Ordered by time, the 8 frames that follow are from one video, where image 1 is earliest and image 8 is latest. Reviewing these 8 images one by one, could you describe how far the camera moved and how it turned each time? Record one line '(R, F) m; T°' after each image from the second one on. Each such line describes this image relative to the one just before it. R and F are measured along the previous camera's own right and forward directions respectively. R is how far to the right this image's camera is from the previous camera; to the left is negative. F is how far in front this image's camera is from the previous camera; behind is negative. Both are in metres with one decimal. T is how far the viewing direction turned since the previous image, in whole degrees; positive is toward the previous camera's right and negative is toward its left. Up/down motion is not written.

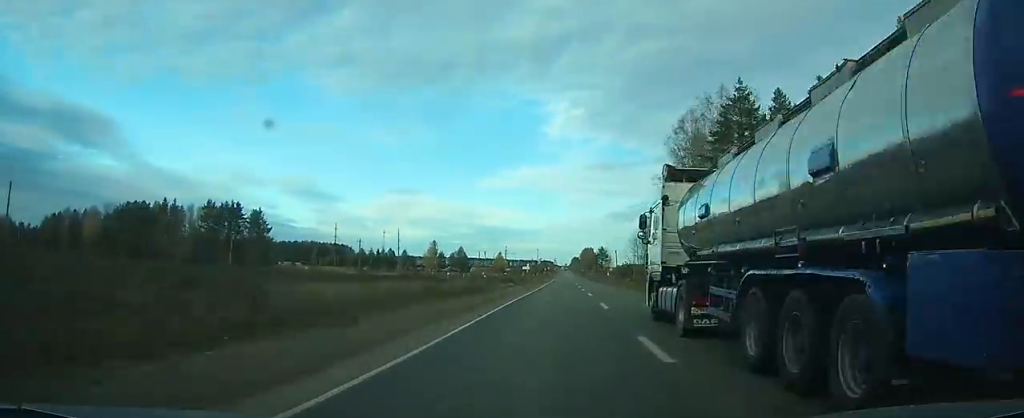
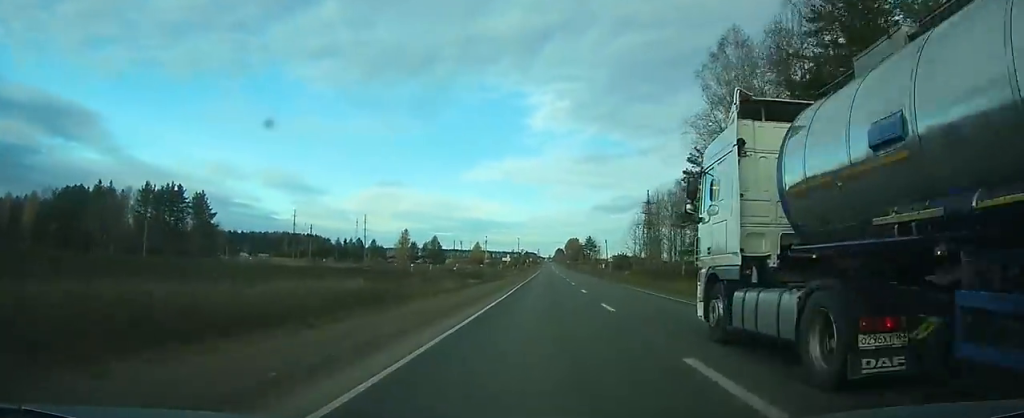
(-0.3, +25.7) m; 0°
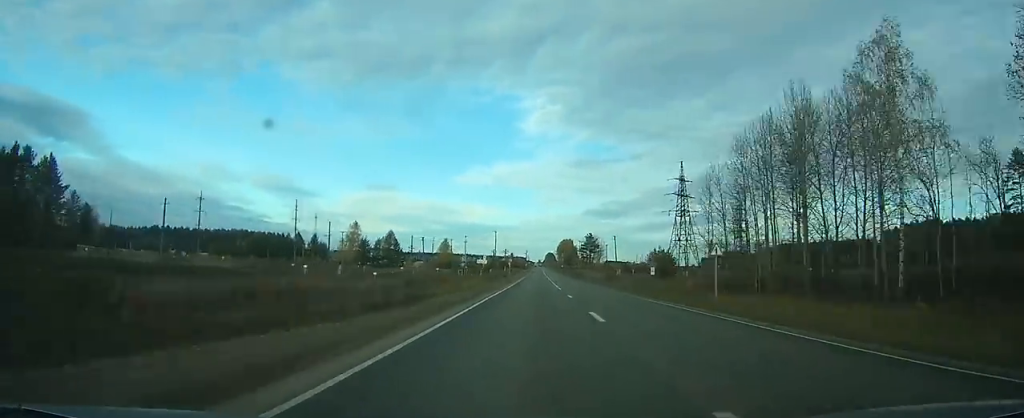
(+1.0, +61.2) m; +2°
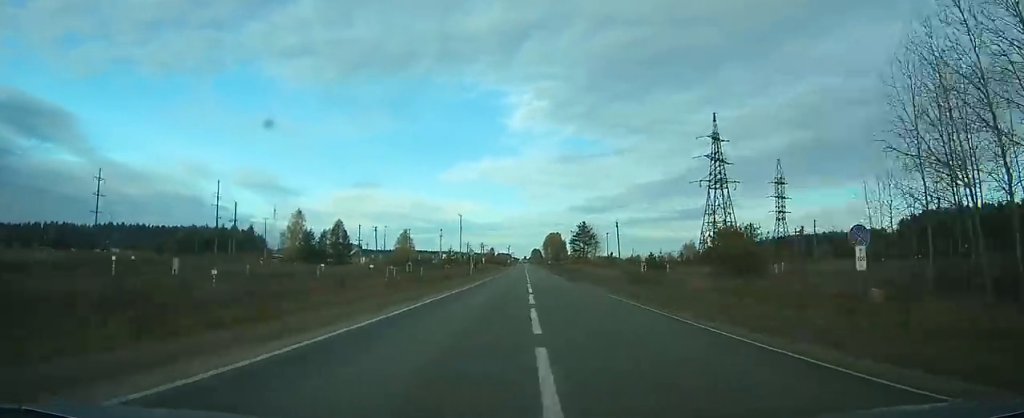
(+0.3, +38.8) m; +1°
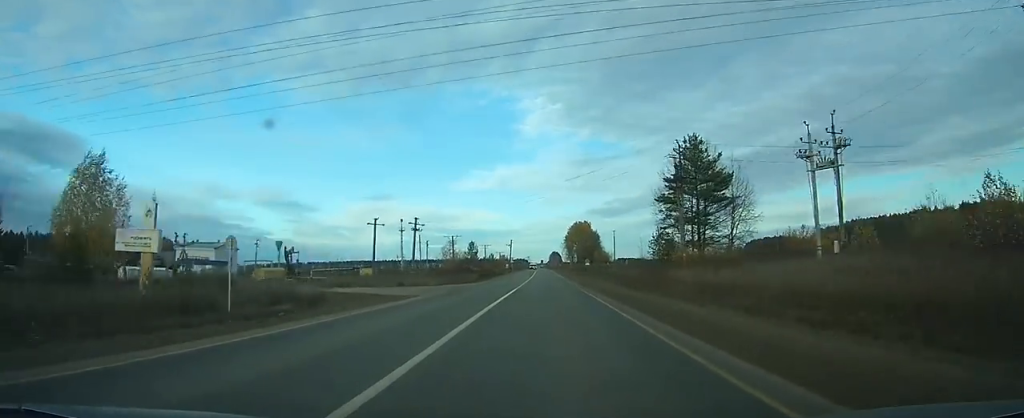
(+0.3, +127.4) m; 0°
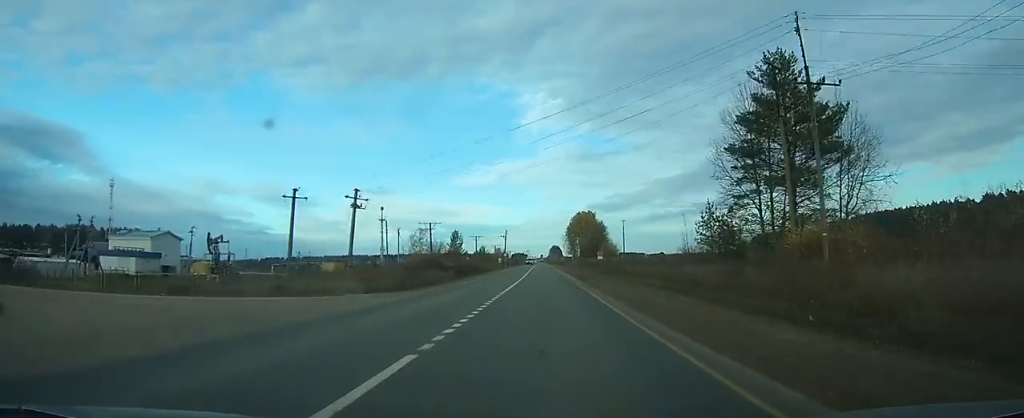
(-0.1, +26.1) m; 0°
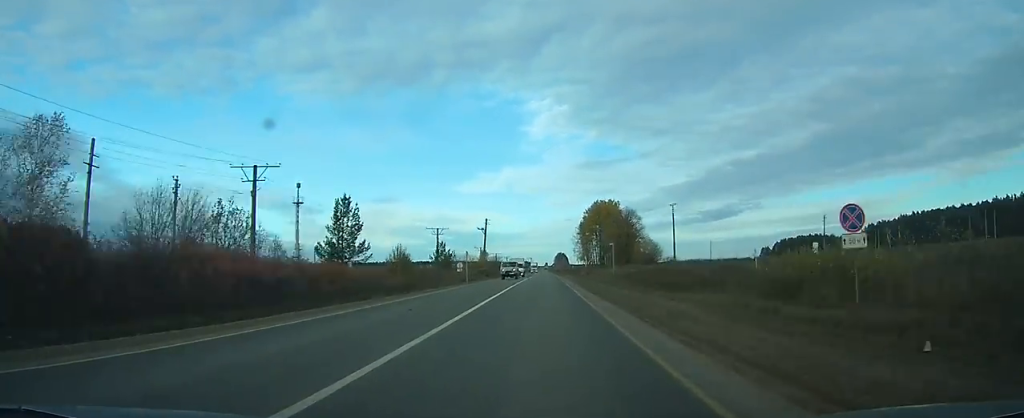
(0.0, +69.4) m; 0°
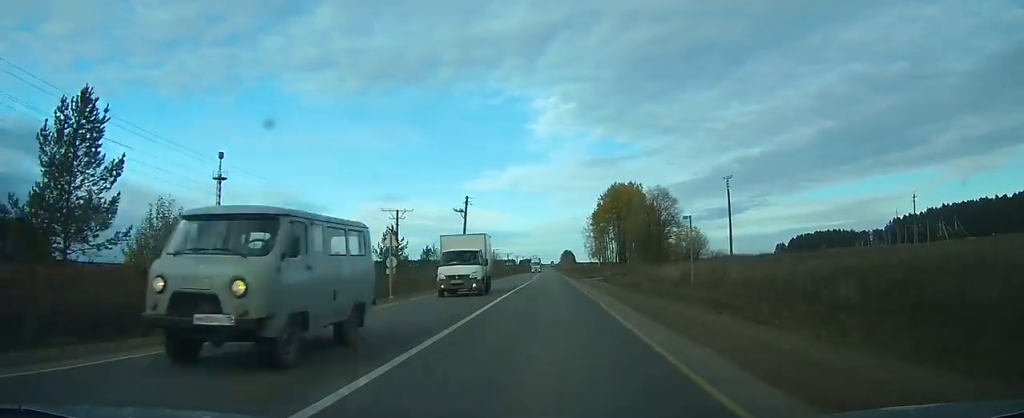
(-0.1, +33.5) m; 0°
